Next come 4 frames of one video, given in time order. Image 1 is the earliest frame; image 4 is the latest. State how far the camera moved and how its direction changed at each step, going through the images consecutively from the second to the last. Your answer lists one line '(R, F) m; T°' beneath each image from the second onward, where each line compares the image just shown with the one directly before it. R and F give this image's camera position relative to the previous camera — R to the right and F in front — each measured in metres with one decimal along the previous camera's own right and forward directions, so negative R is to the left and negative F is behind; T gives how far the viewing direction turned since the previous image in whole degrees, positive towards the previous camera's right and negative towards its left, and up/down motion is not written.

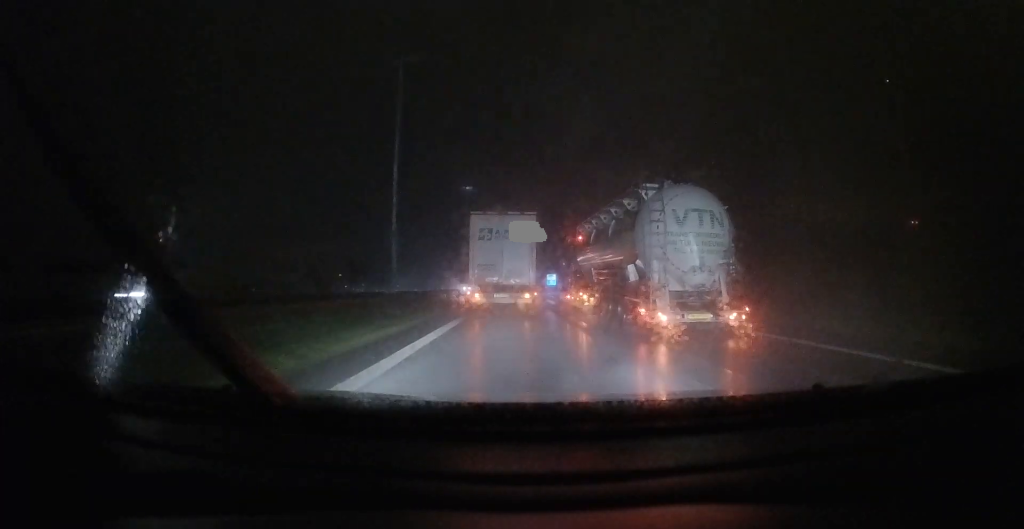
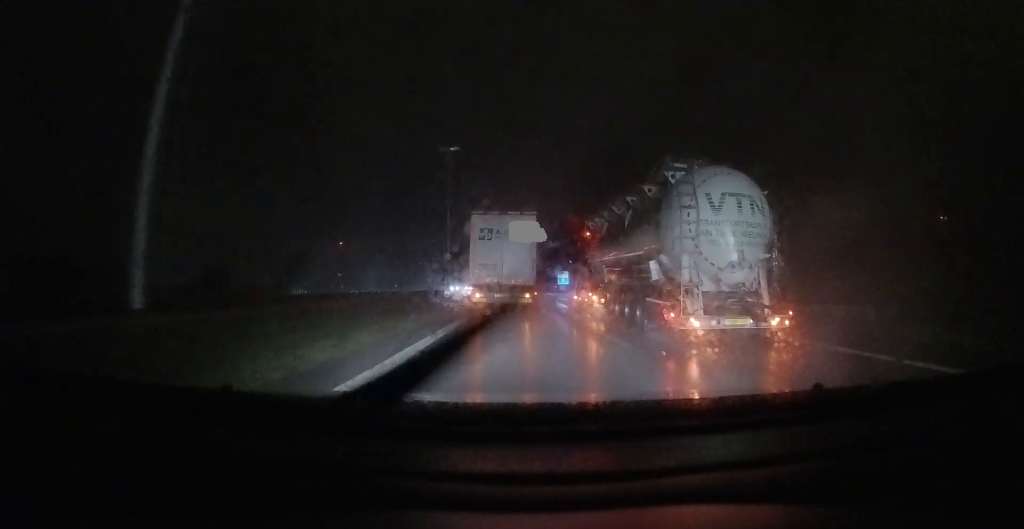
(+0.1, +29.1) m; 0°
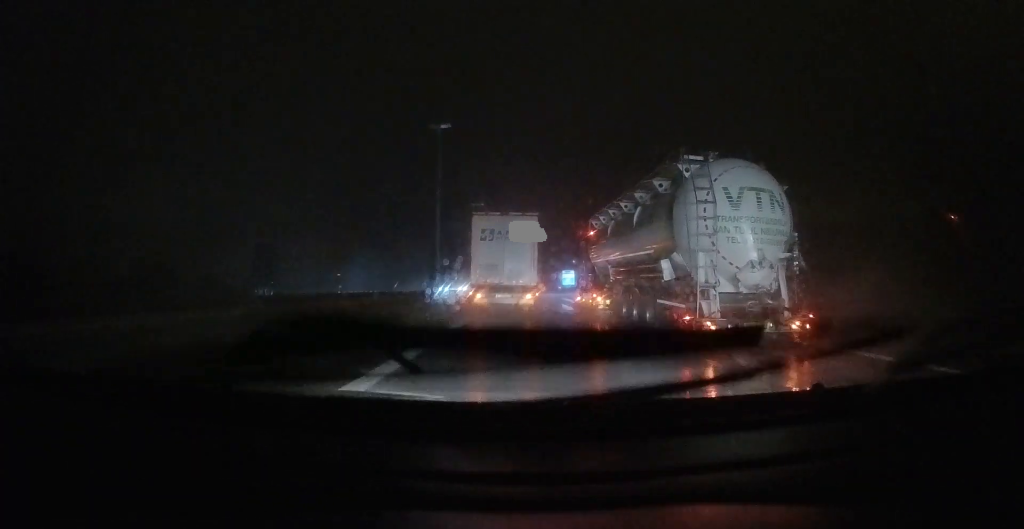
(-0.1, +10.8) m; 0°
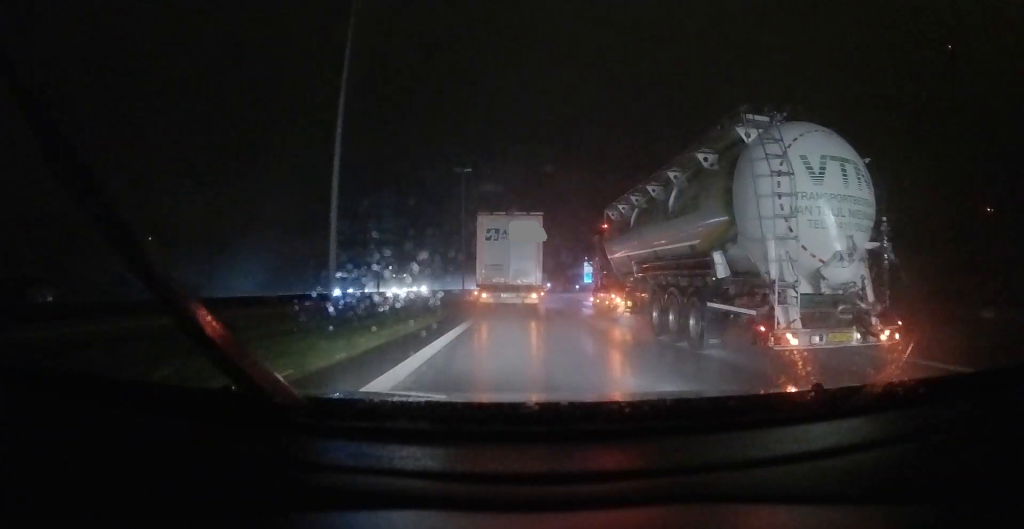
(-0.1, +35.0) m; 0°
